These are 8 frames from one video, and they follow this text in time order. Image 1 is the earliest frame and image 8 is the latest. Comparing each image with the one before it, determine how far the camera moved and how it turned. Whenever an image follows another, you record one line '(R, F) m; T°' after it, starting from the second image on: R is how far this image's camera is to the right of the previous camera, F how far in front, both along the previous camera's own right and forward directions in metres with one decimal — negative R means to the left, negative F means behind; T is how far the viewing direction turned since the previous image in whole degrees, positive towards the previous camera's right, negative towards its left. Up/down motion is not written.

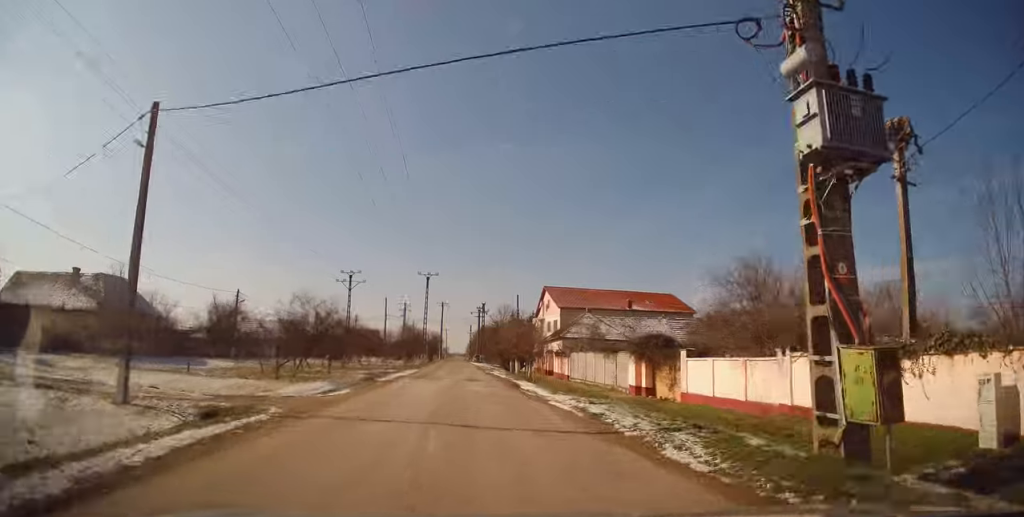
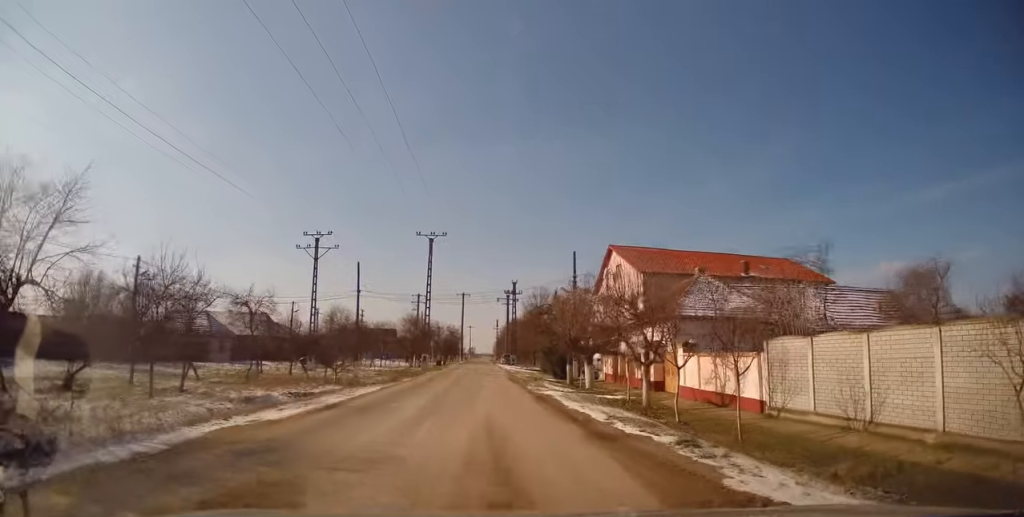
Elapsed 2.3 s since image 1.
(-0.8, +24.9) m; -2°
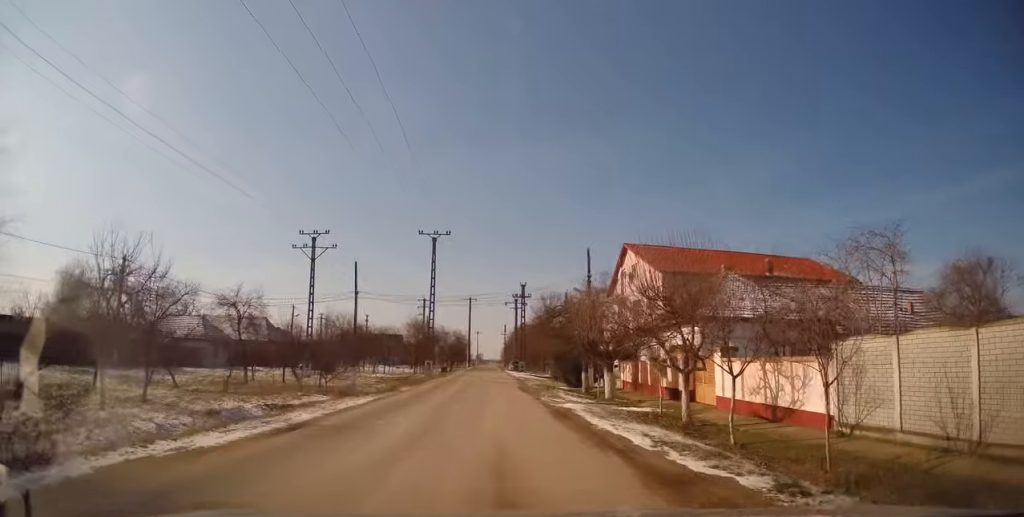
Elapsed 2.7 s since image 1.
(-0.1, +3.2) m; -1°
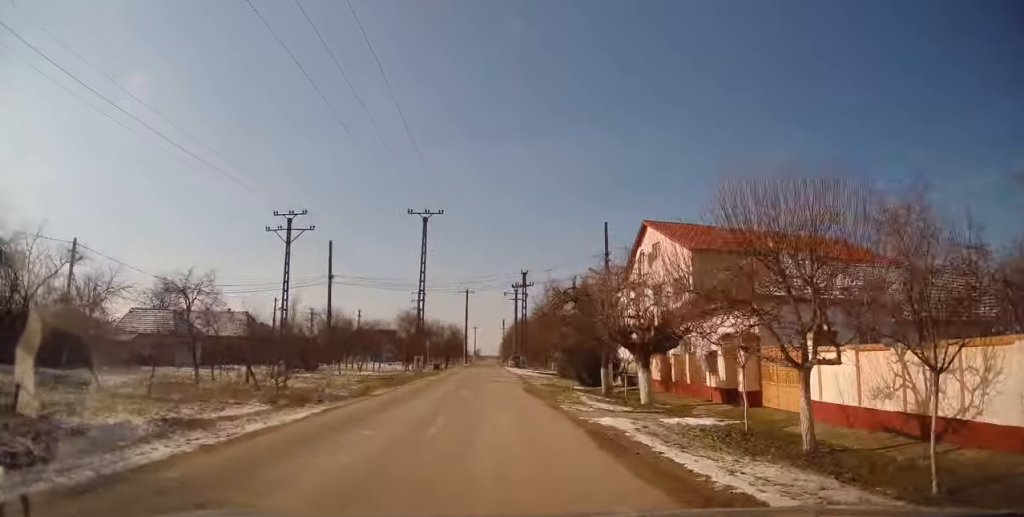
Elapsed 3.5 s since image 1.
(-0.1, +6.2) m; -1°
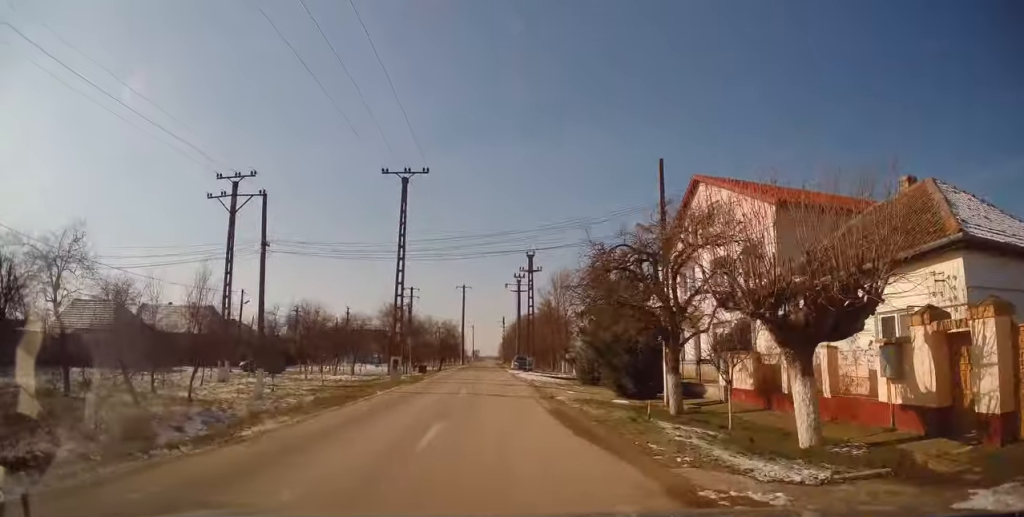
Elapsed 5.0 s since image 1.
(0.0, +9.7) m; 0°
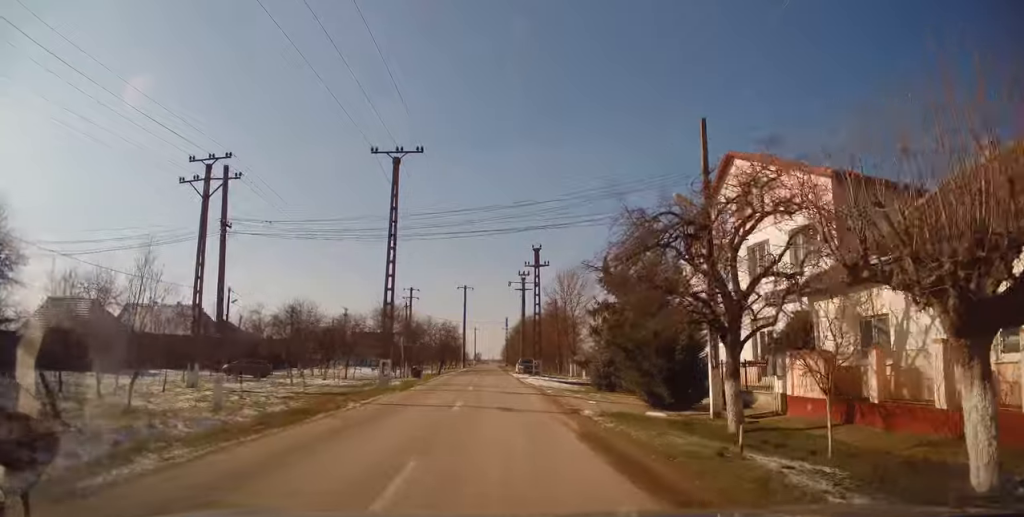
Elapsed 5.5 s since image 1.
(0.0, +3.8) m; +2°
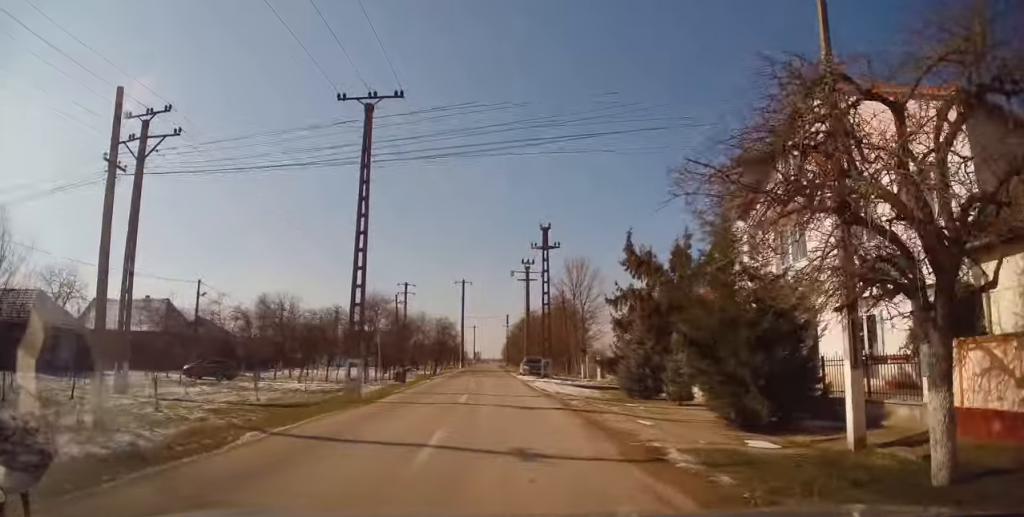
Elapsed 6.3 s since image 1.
(+0.1, +6.3) m; +2°
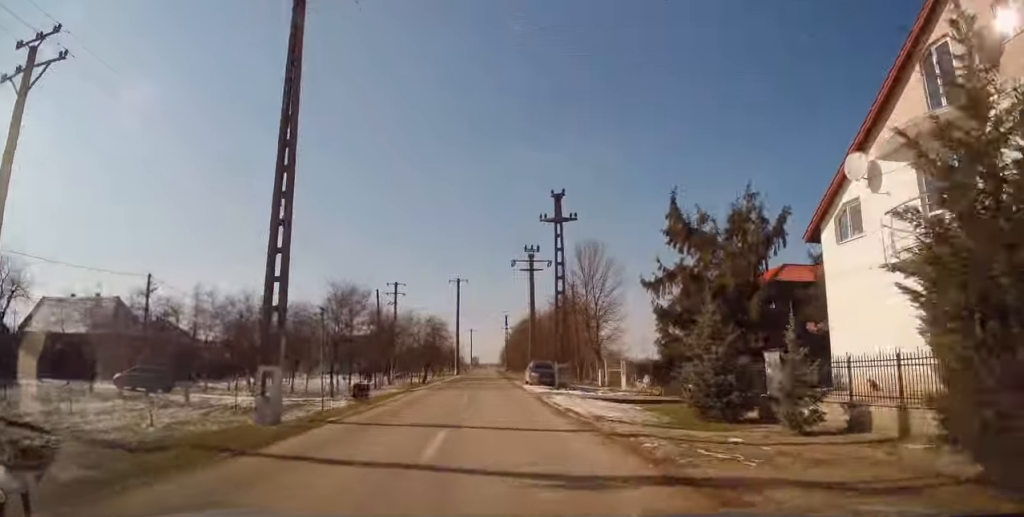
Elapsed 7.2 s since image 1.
(+0.2, +7.7) m; -1°
